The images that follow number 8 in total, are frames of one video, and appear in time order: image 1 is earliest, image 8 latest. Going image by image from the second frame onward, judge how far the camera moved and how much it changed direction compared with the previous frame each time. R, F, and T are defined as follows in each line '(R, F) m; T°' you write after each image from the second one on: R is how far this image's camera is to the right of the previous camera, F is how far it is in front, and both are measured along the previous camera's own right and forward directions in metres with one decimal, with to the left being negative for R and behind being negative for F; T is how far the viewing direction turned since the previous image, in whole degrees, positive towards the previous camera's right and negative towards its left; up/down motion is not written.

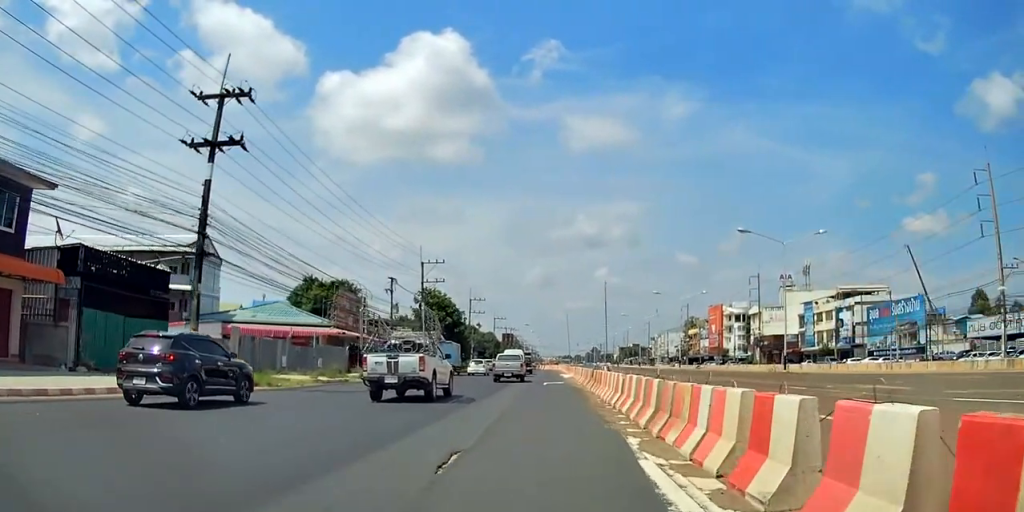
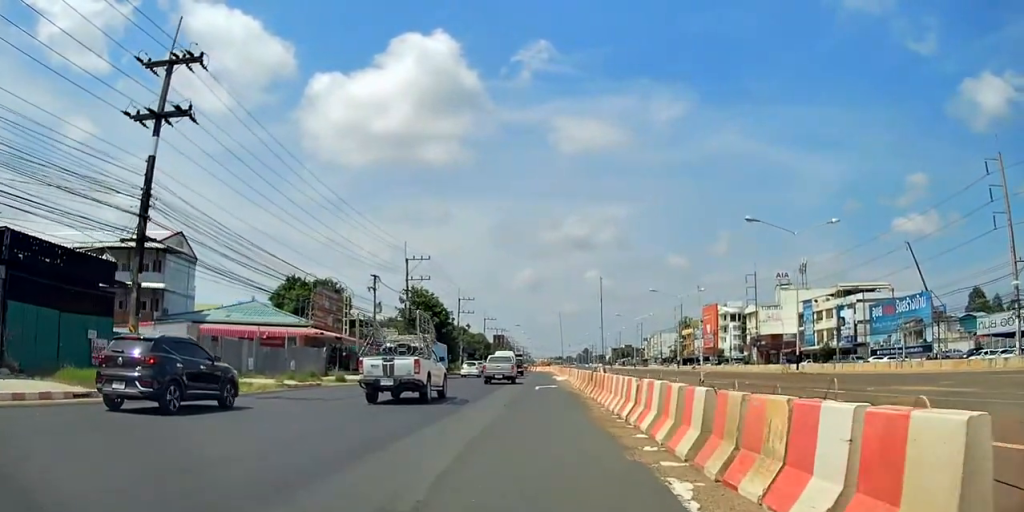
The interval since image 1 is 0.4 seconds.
(-0.1, +3.5) m; +2°
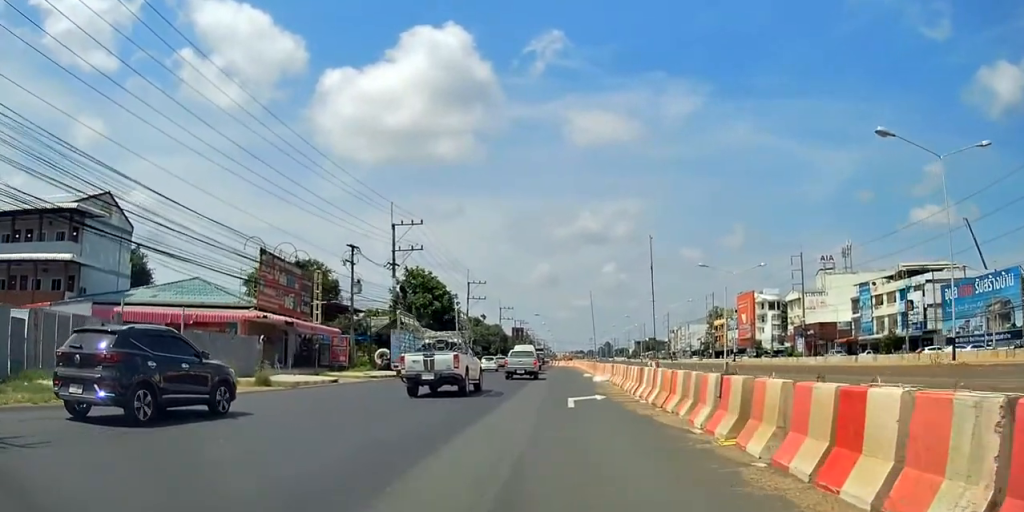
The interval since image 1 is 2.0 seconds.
(+0.8, +14.0) m; +1°
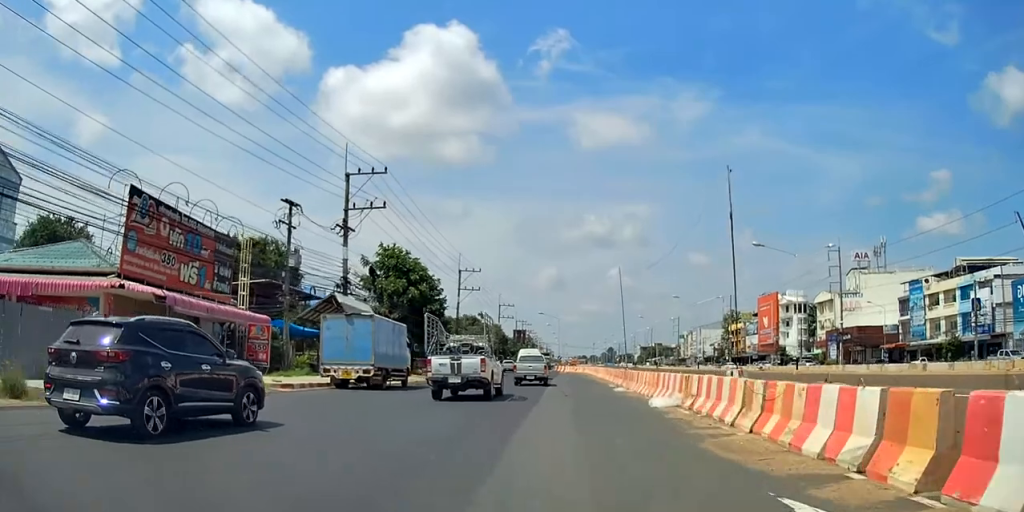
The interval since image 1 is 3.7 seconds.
(-0.9, +14.4) m; +1°
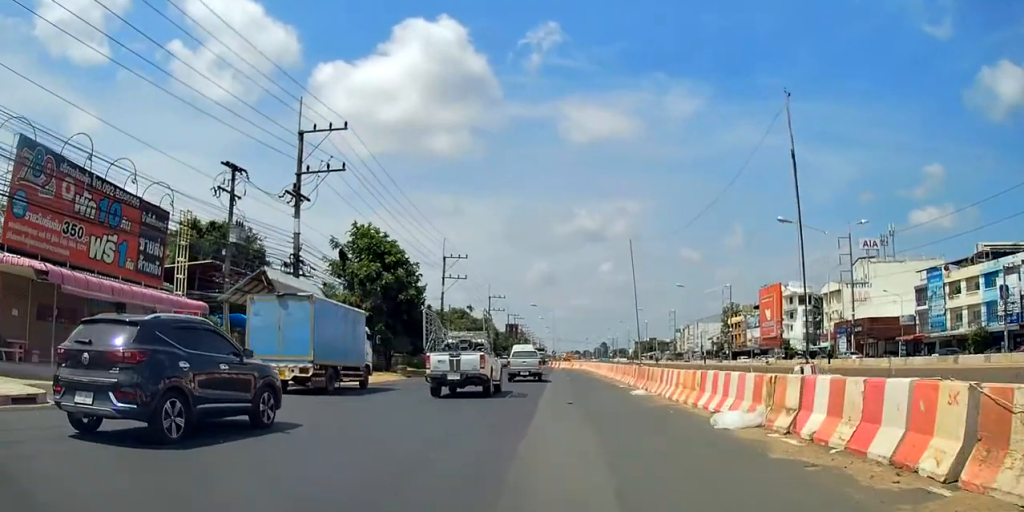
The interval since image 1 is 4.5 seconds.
(+0.5, +6.9) m; 0°
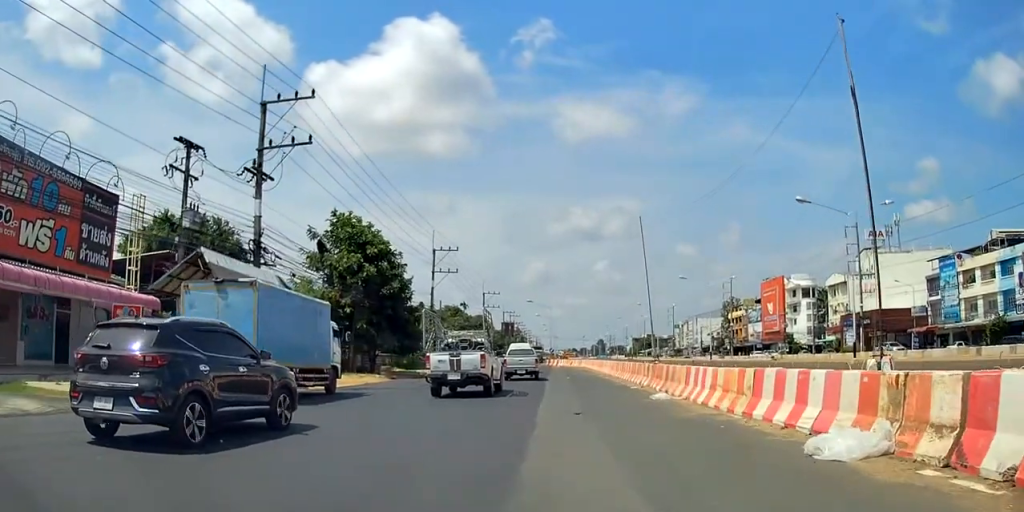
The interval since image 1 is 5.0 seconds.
(-0.1, +4.2) m; -1°
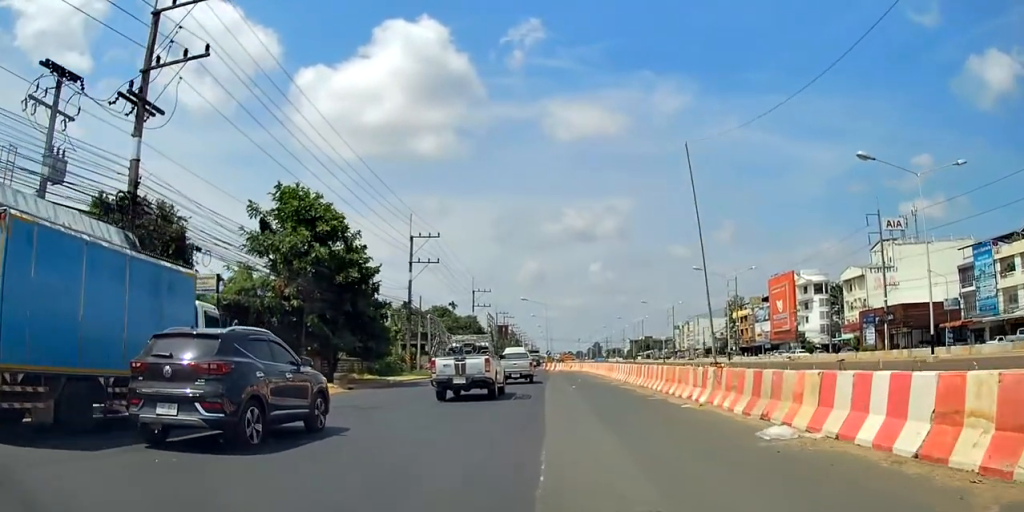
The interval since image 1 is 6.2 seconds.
(-0.6, +9.8) m; -3°
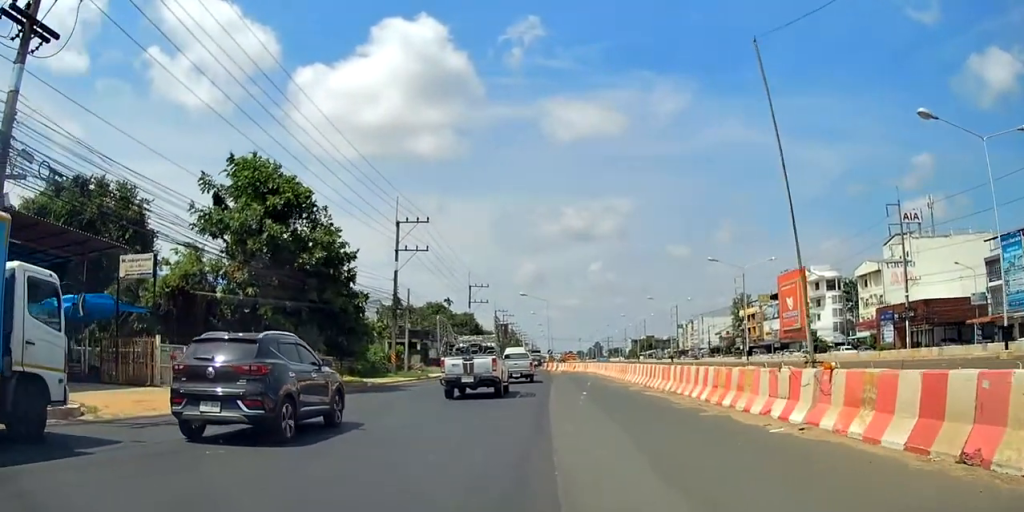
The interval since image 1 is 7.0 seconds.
(0.0, +6.1) m; +2°
